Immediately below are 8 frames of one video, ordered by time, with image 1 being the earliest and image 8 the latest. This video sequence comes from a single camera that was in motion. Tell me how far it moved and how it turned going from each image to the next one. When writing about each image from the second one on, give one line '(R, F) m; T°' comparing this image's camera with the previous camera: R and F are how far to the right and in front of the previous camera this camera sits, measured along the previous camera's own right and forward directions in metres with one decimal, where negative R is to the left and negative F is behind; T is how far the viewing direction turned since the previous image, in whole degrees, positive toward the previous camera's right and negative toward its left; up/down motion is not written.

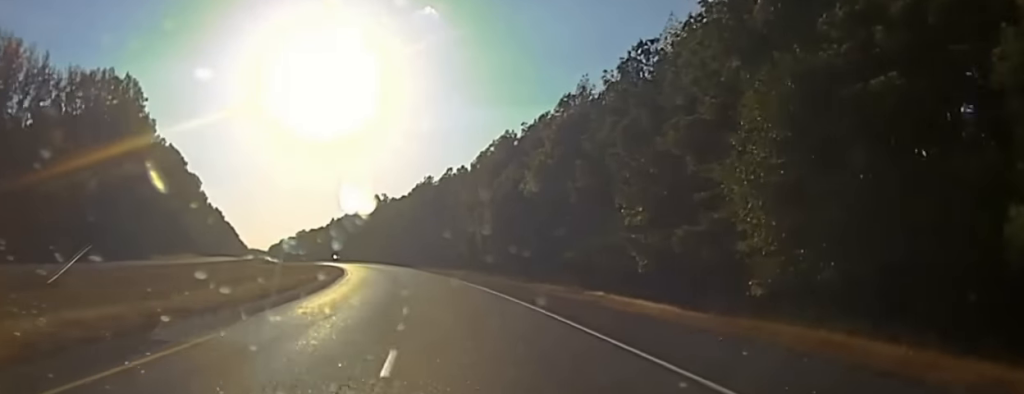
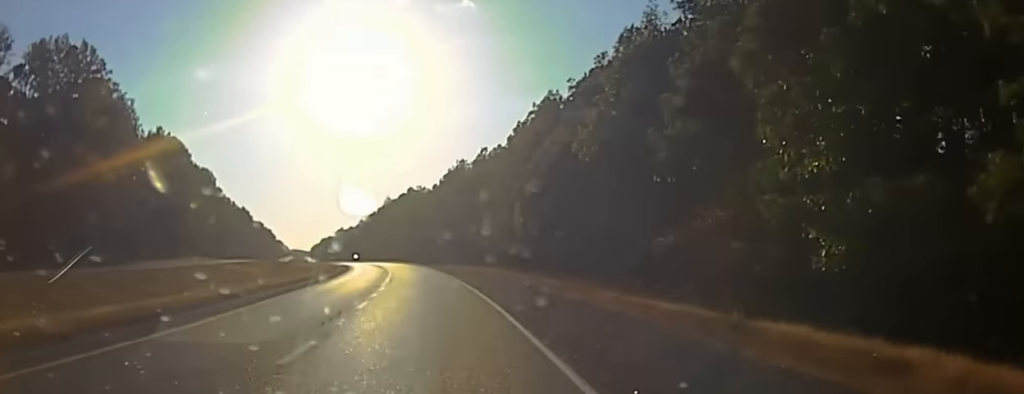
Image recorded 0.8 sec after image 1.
(-0.1, +22.3) m; -1°
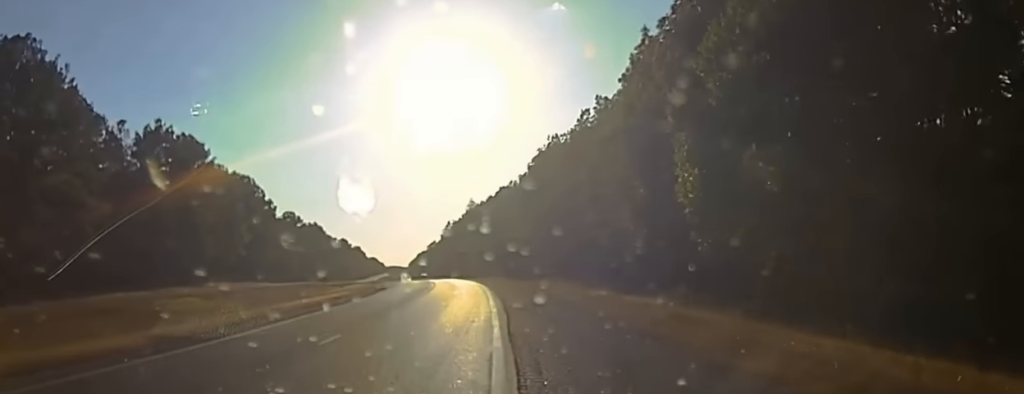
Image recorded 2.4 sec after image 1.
(-1.3, +39.4) m; -4°
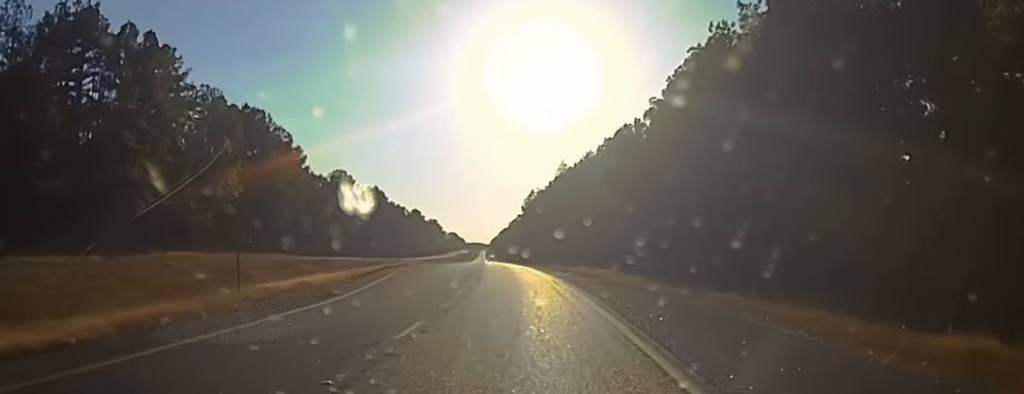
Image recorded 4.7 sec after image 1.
(-4.3, +53.1) m; -9°
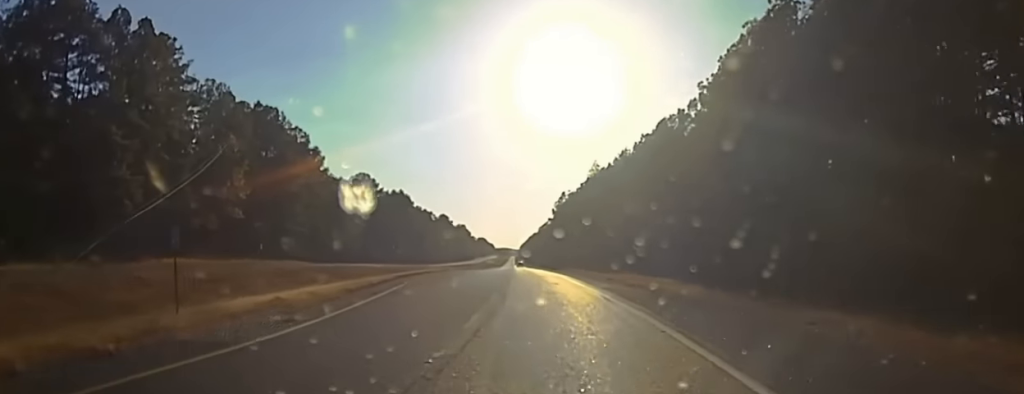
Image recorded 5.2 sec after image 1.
(+0.1, +11.2) m; -2°
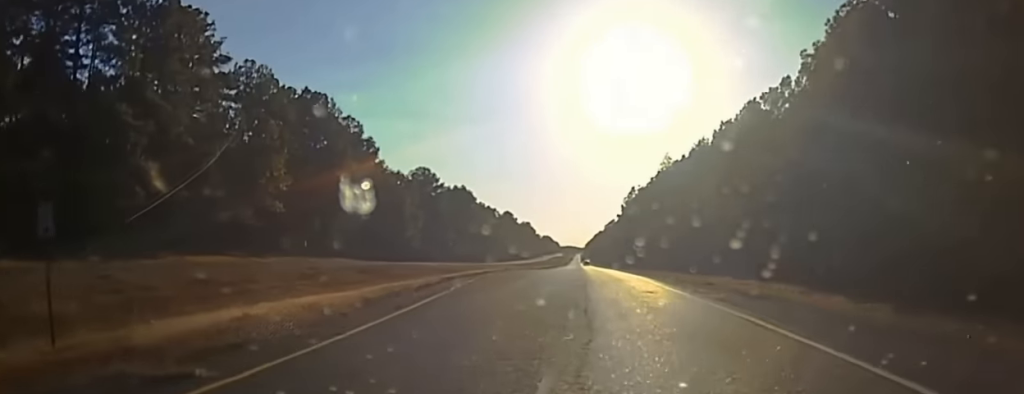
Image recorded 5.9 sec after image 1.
(-0.6, +11.5) m; -6°
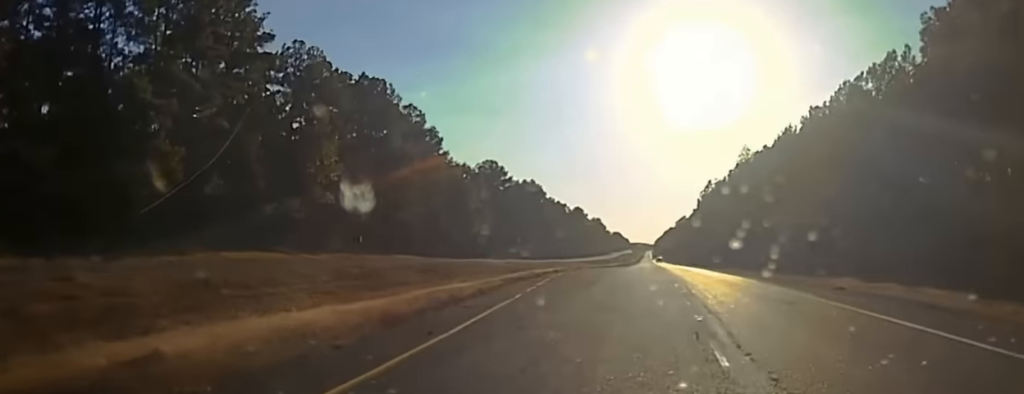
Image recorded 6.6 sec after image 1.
(-0.5, +10.2) m; -6°
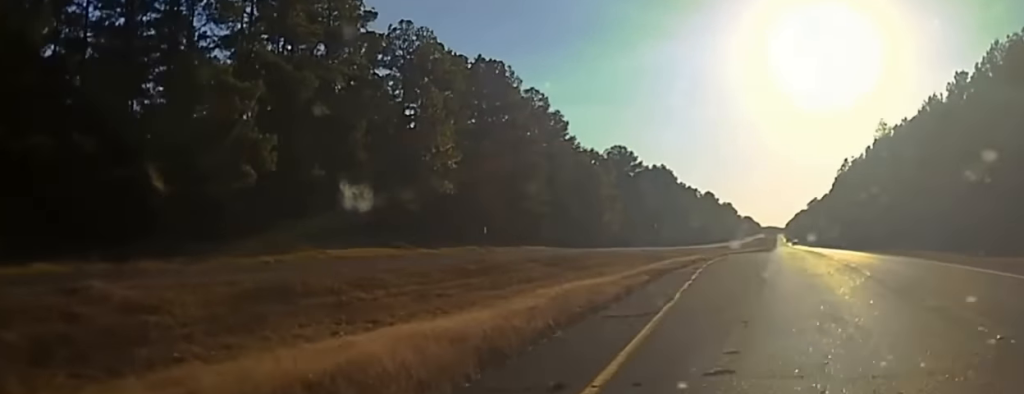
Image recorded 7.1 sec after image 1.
(-0.5, +7.4) m; -5°
